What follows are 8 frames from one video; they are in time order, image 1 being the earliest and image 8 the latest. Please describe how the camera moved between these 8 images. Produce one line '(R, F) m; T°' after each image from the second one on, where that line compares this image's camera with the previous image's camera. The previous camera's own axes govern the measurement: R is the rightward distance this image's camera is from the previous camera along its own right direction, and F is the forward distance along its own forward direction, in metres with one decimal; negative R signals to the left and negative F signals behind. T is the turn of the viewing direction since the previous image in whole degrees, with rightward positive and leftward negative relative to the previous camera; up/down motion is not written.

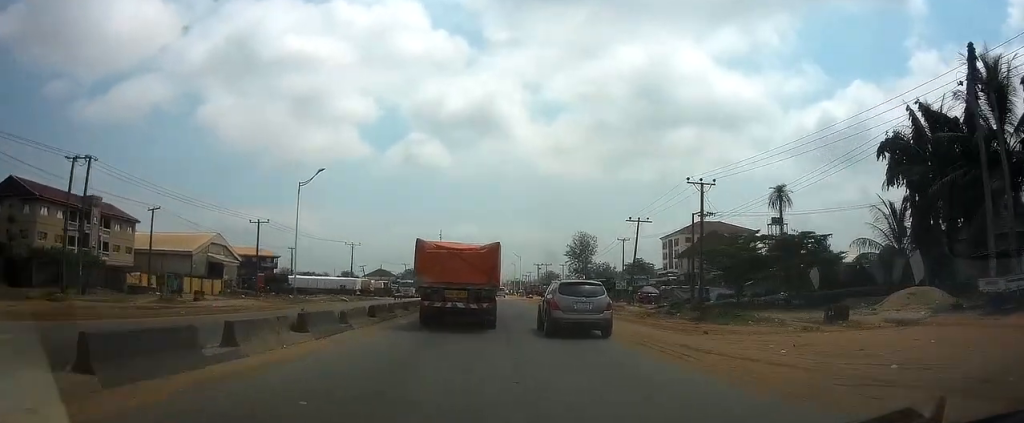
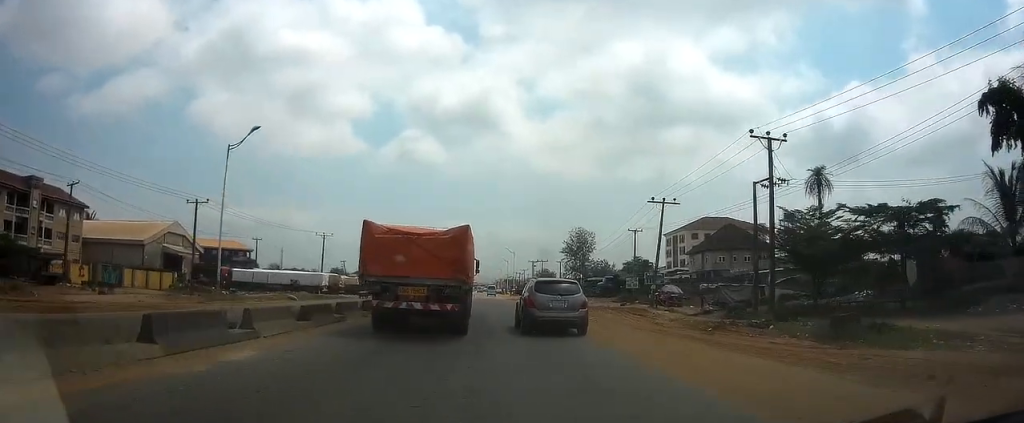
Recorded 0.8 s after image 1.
(0.0, +12.2) m; 0°
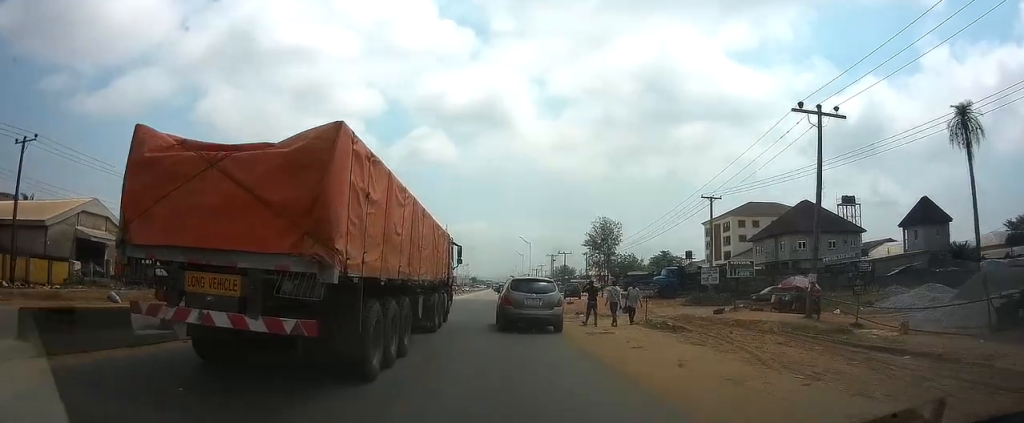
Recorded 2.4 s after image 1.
(-0.1, +23.8) m; -1°
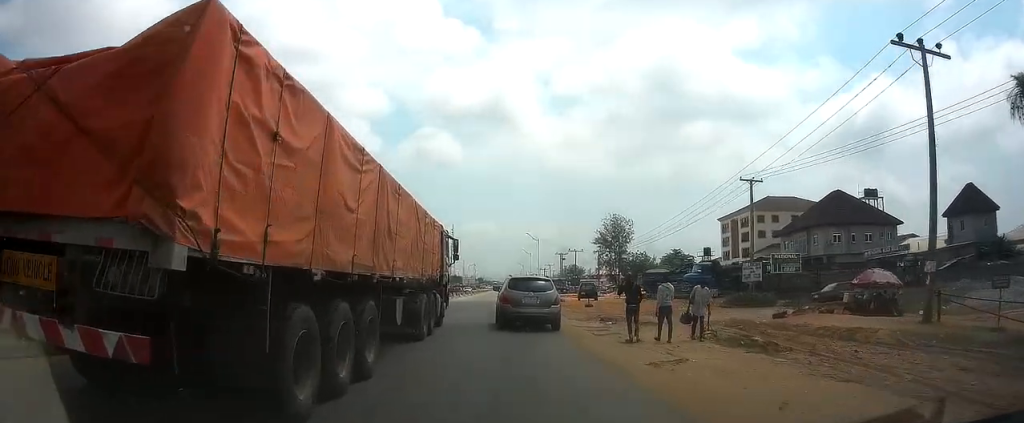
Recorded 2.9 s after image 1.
(0.0, +7.4) m; -1°
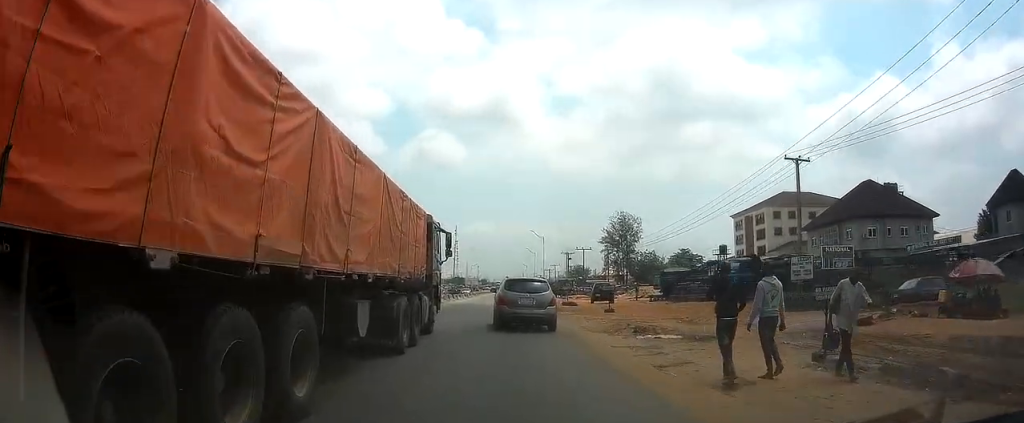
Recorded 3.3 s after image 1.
(-0.1, +6.9) m; -1°
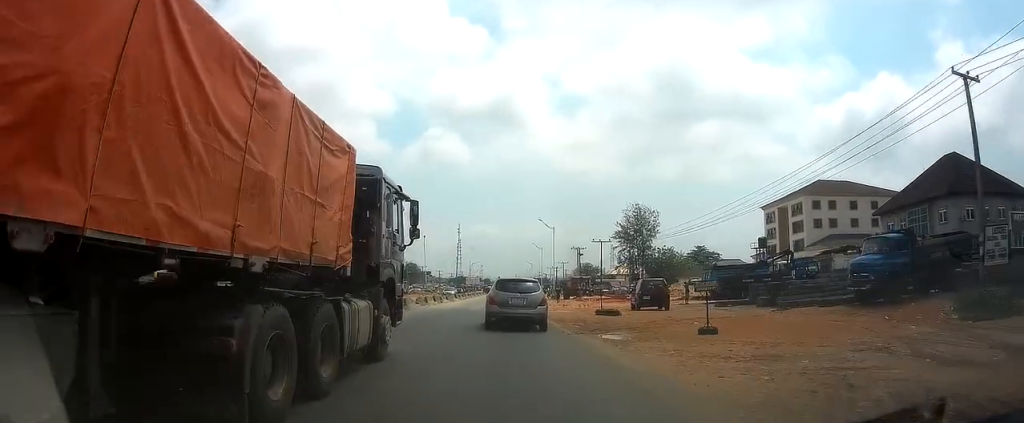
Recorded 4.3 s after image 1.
(-0.1, +15.3) m; 0°
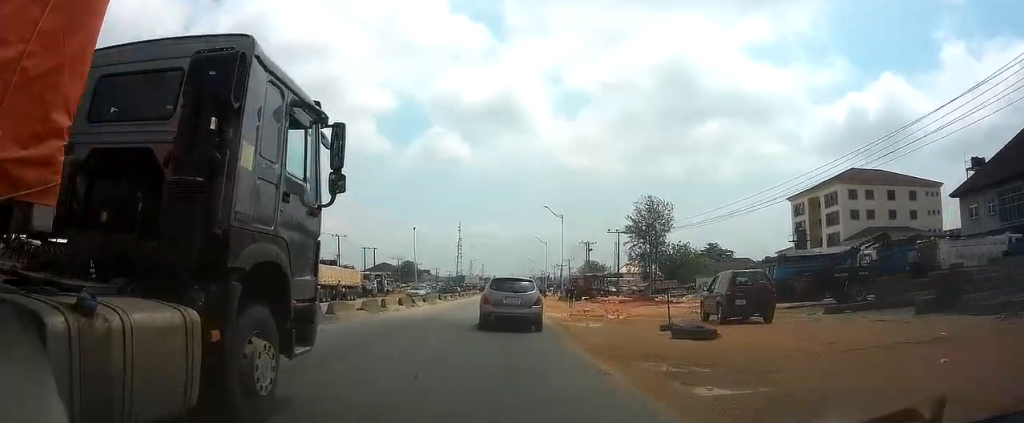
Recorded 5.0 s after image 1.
(0.0, +12.3) m; 0°
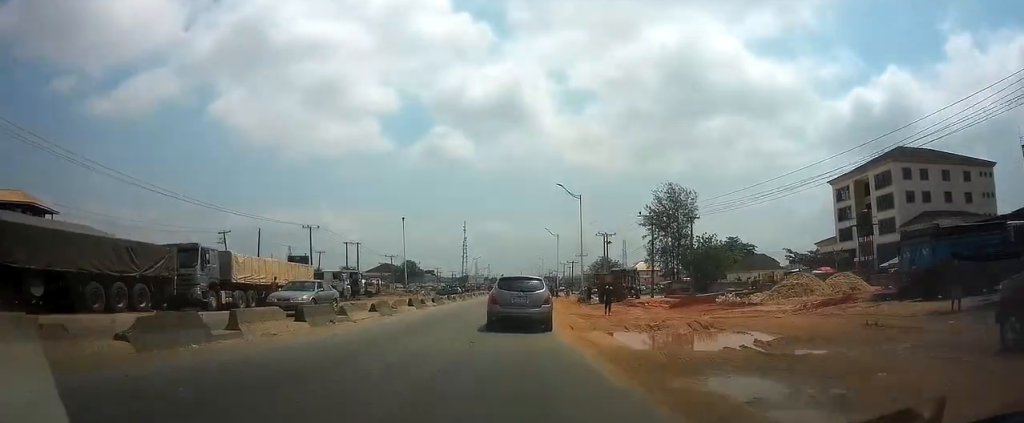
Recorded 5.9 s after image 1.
(0.0, +14.4) m; -1°
